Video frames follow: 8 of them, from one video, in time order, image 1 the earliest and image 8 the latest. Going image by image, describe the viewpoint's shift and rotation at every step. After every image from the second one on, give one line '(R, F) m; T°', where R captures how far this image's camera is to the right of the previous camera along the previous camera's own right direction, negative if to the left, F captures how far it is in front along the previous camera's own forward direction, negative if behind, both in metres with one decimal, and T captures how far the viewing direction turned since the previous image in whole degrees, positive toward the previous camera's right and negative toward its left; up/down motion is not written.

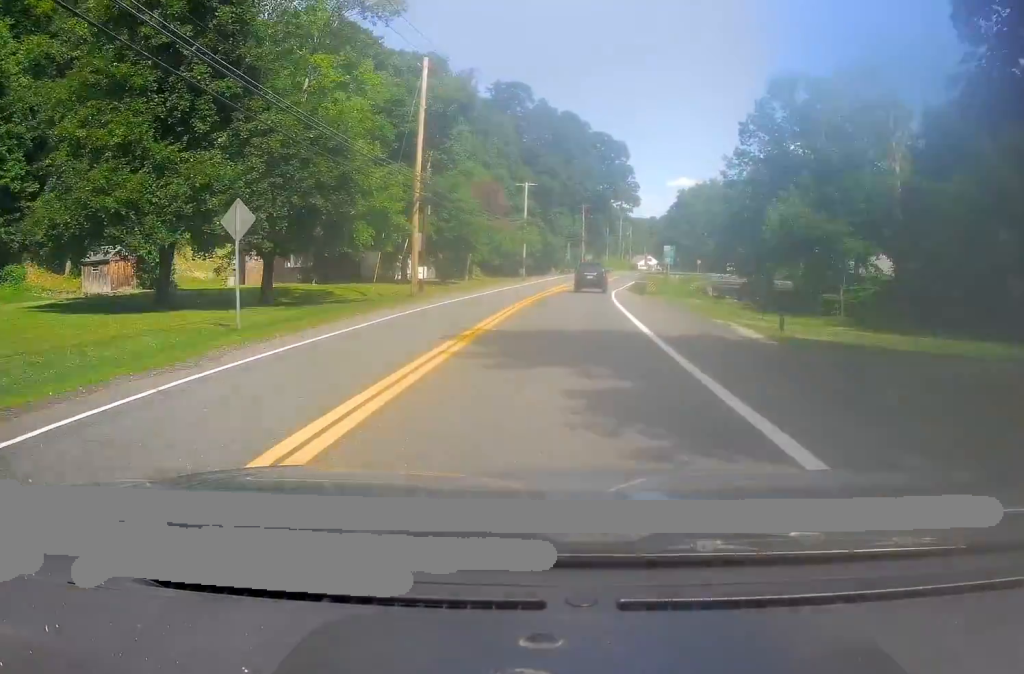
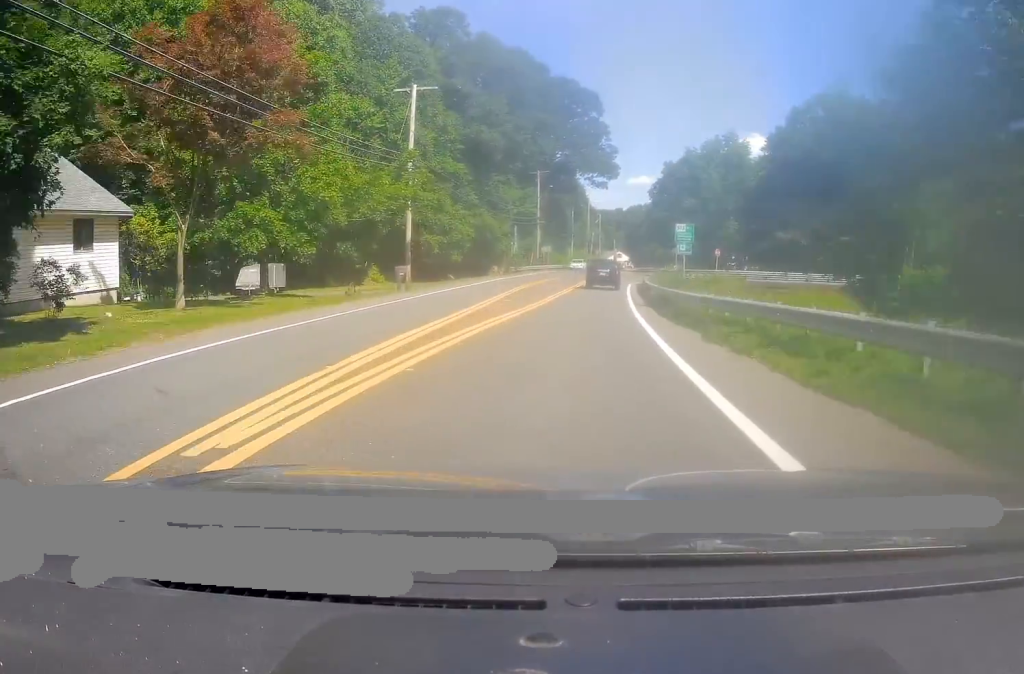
(+1.6, +41.1) m; +3°
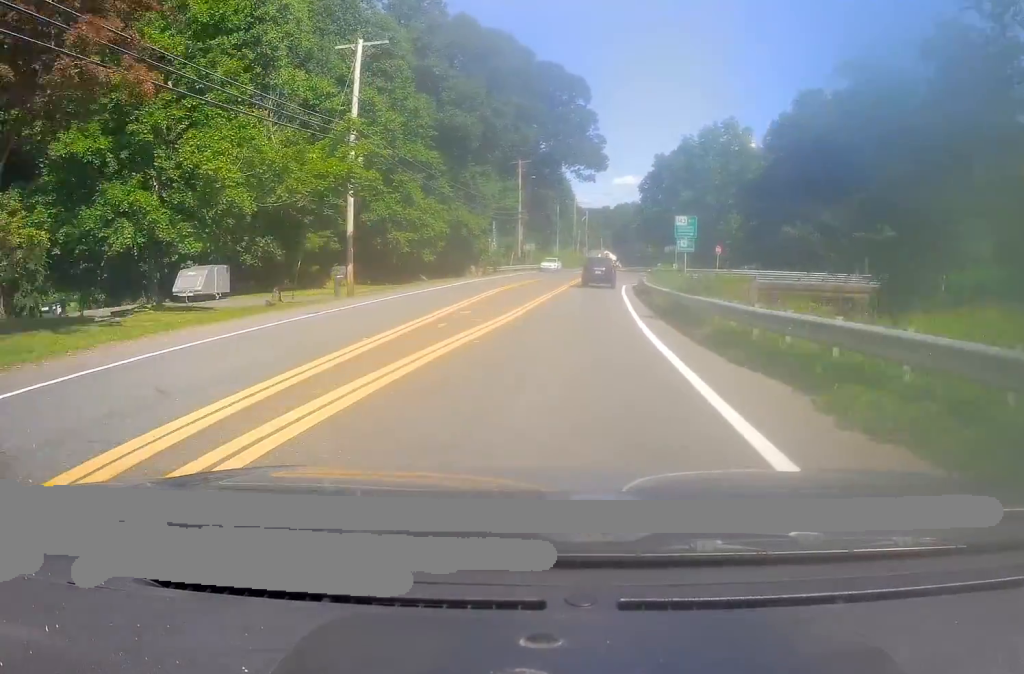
(-0.1, +7.2) m; 0°
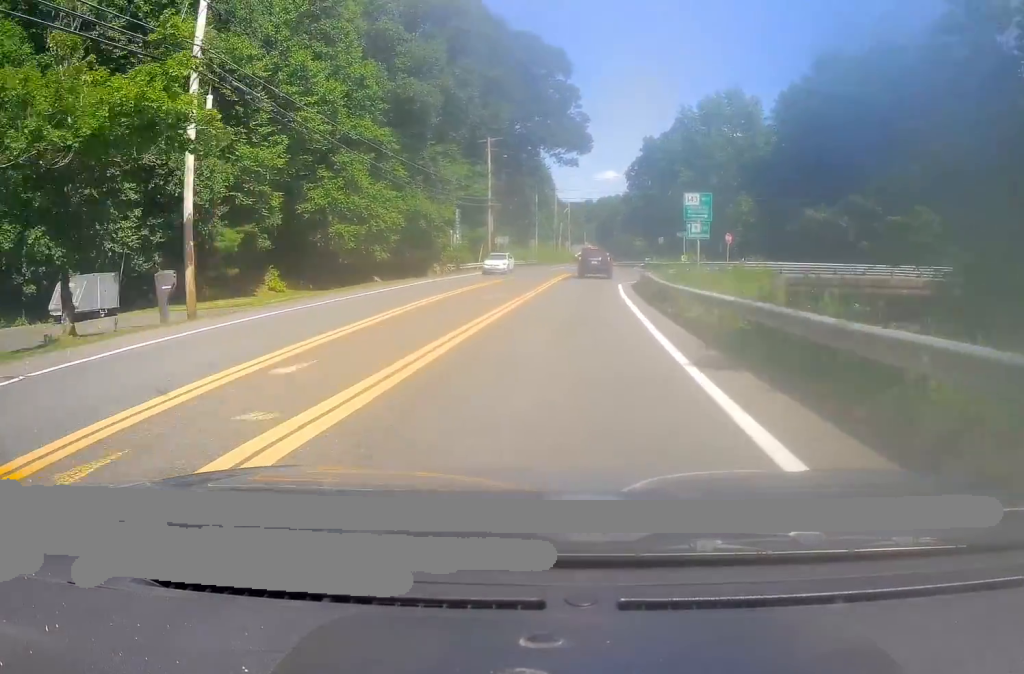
(+0.2, +10.4) m; +2°
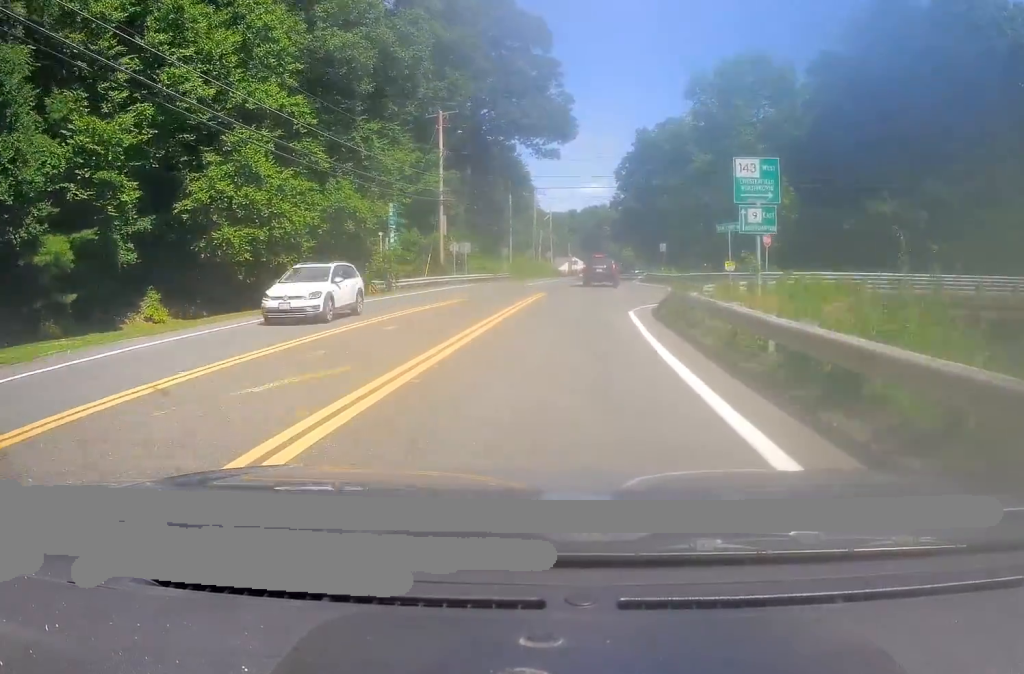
(+0.3, +13.2) m; +3°
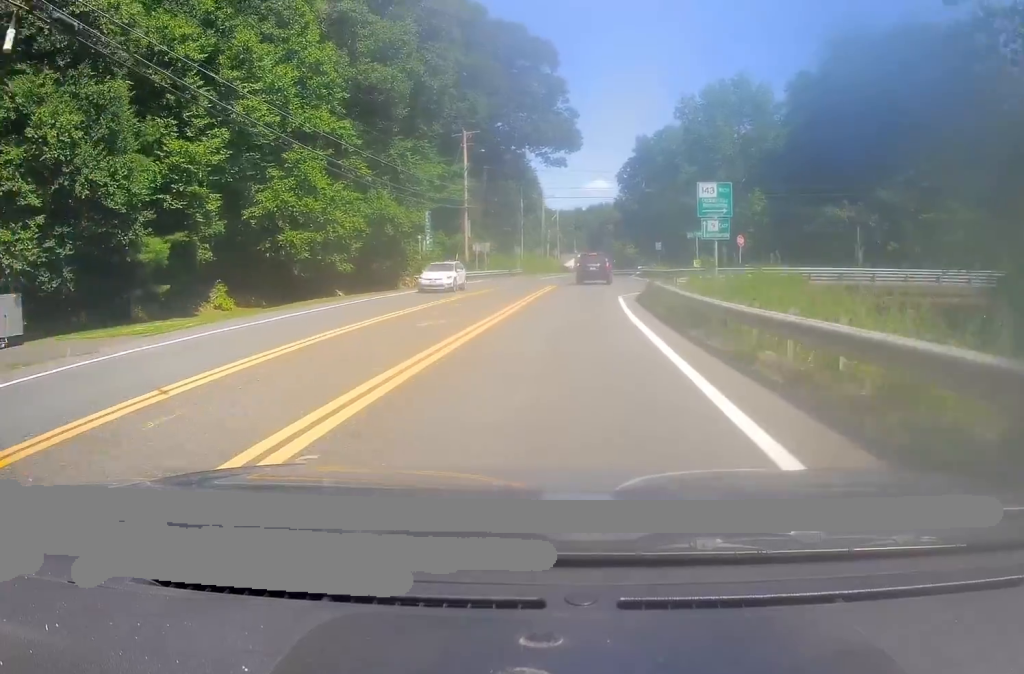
(+0.1, +8.6) m; +1°
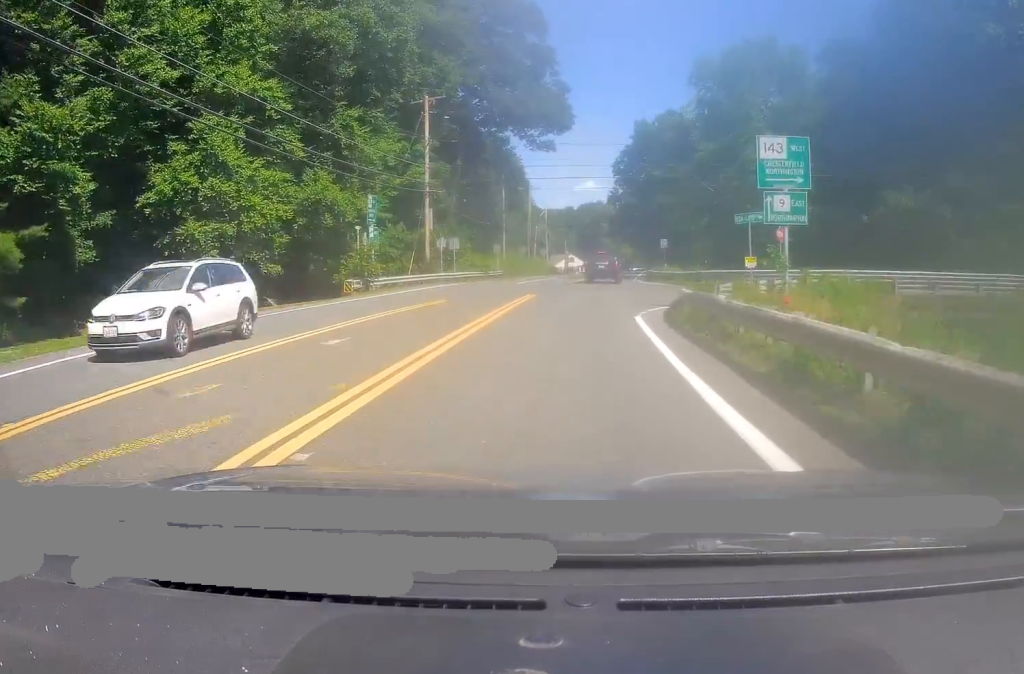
(+0.2, +10.9) m; +1°
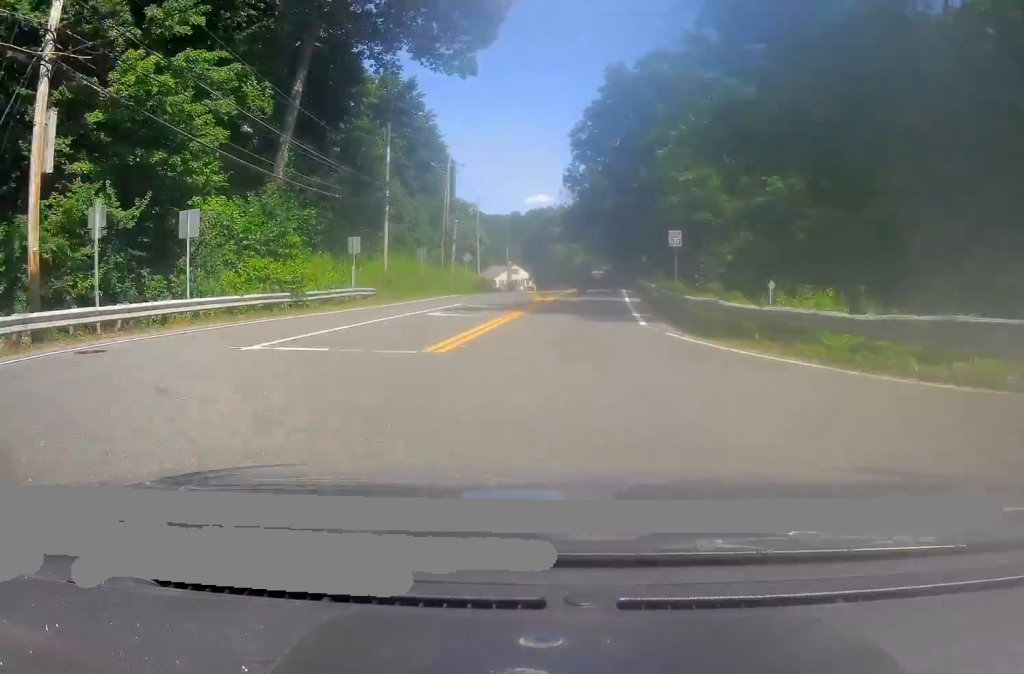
(+1.1, +30.7) m; +3°
